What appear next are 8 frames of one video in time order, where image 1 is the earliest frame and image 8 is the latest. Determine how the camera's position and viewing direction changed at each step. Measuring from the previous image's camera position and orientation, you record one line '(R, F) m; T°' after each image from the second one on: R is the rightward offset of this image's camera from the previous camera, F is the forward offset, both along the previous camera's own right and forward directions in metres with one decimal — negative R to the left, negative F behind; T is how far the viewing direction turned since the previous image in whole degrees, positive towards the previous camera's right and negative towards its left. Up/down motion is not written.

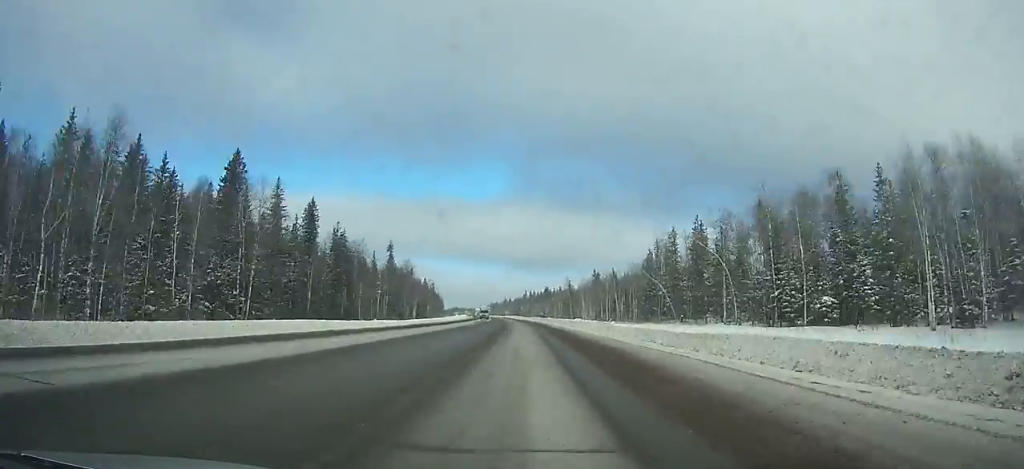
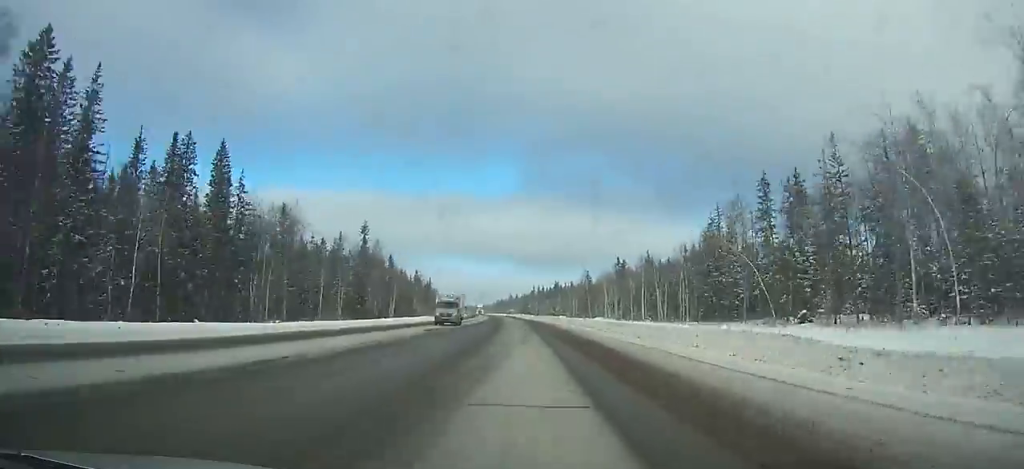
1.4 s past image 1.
(+0.1, +38.4) m; -1°
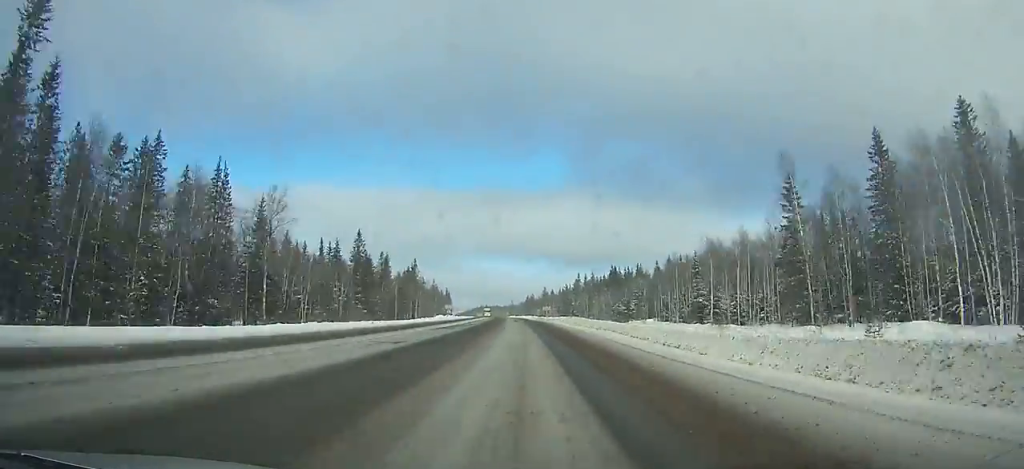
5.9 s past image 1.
(-3.7, +121.9) m; -3°
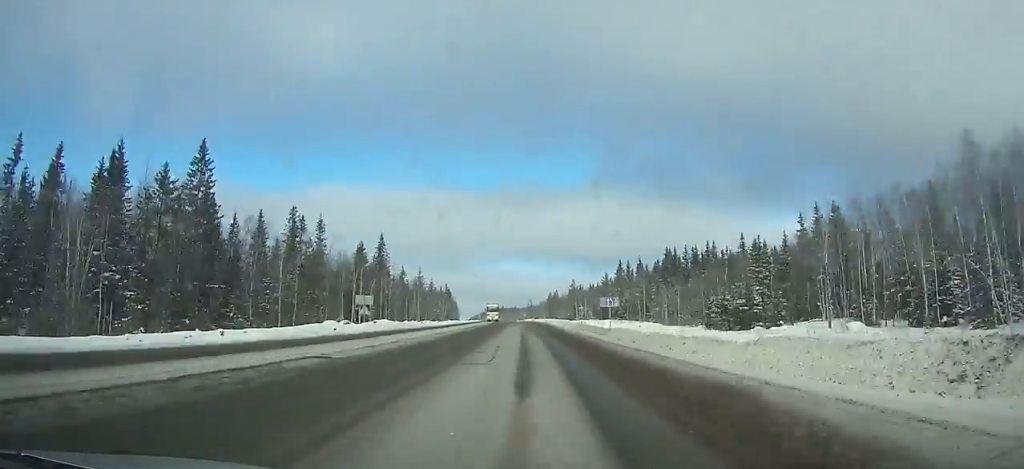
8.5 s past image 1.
(-1.0, +69.5) m; -1°
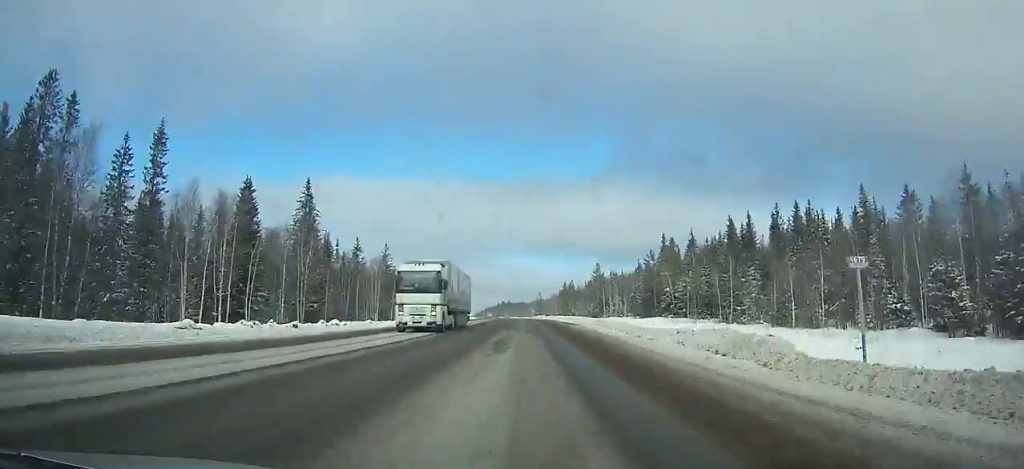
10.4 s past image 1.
(-0.3, +50.4) m; -1°
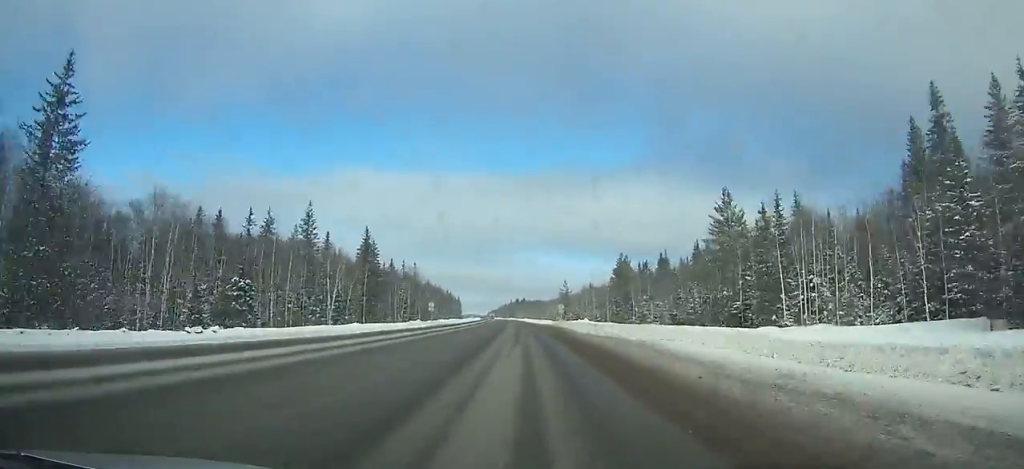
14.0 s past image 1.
(-1.3, +94.6) m; -2°
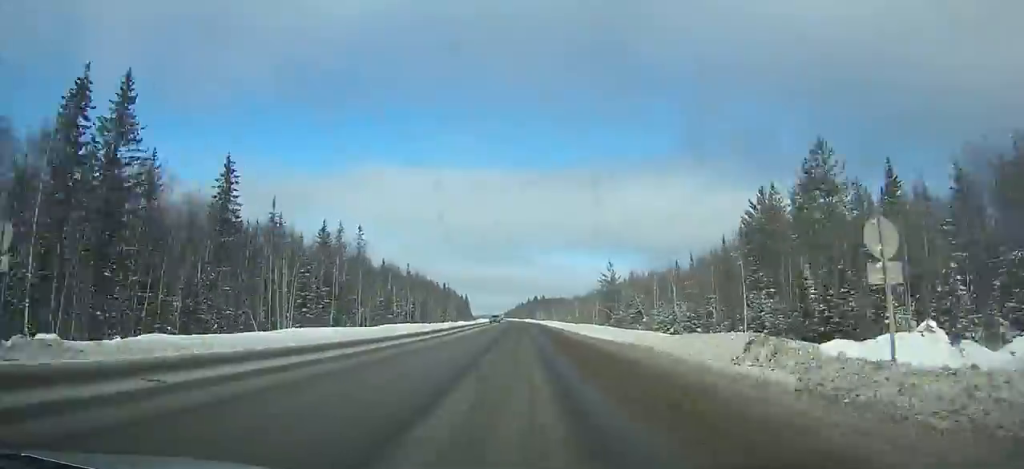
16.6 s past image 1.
(-0.9, +68.2) m; -2°
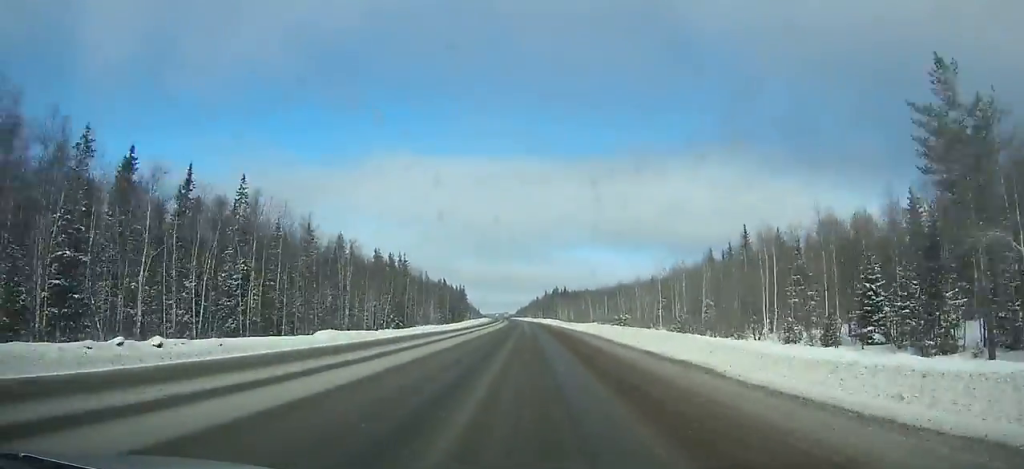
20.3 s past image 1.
(-1.7, +97.6) m; -2°
